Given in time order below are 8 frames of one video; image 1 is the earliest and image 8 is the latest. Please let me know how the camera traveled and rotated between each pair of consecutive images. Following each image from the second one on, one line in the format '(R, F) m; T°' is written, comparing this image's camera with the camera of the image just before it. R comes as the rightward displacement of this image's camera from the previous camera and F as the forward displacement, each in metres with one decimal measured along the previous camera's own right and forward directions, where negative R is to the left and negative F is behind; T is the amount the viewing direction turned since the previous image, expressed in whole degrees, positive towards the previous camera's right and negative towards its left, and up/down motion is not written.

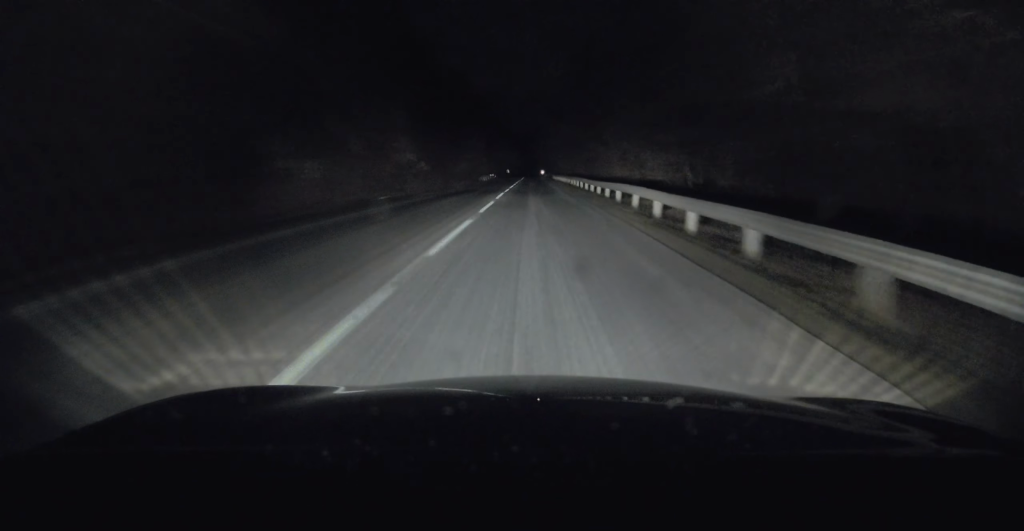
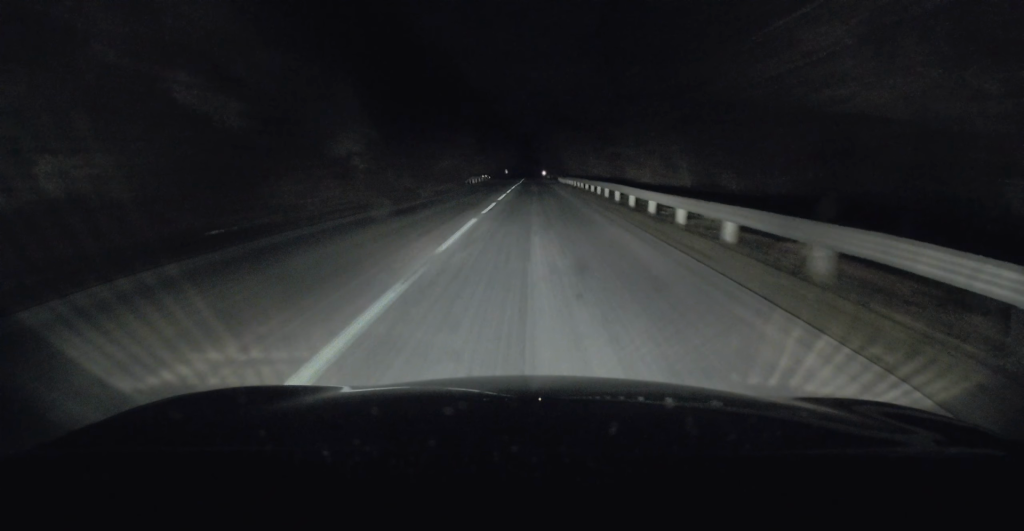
(-0.4, +17.4) m; -1°
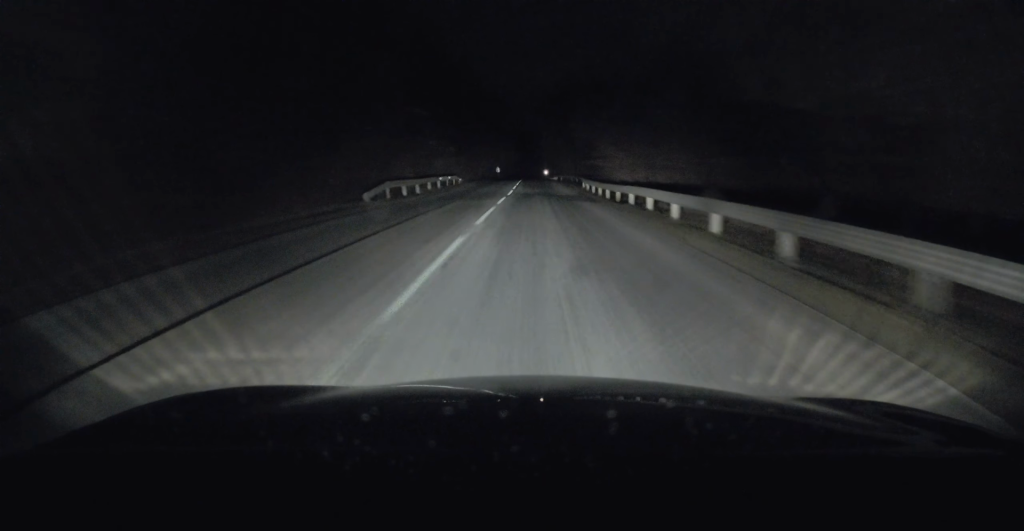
(-0.1, +39.2) m; 0°
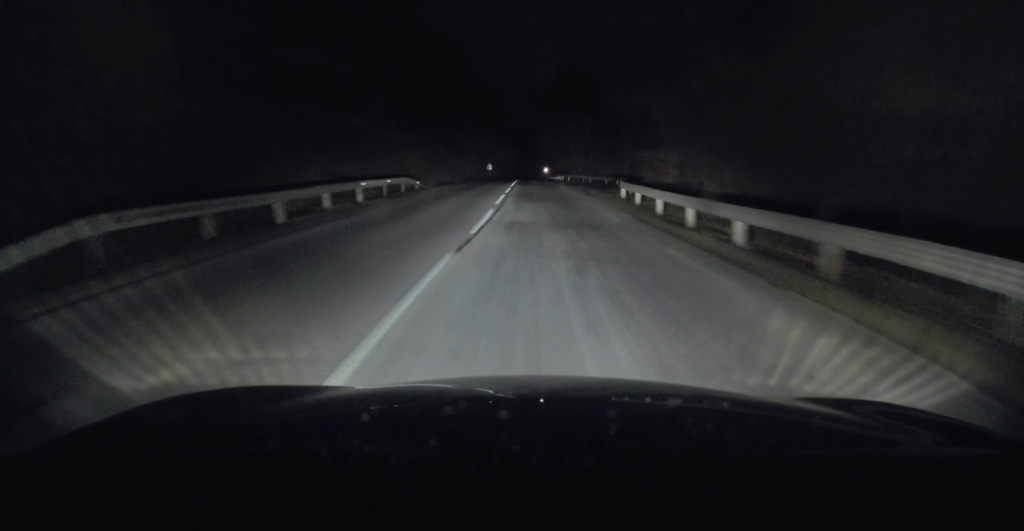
(+0.1, +20.1) m; +1°
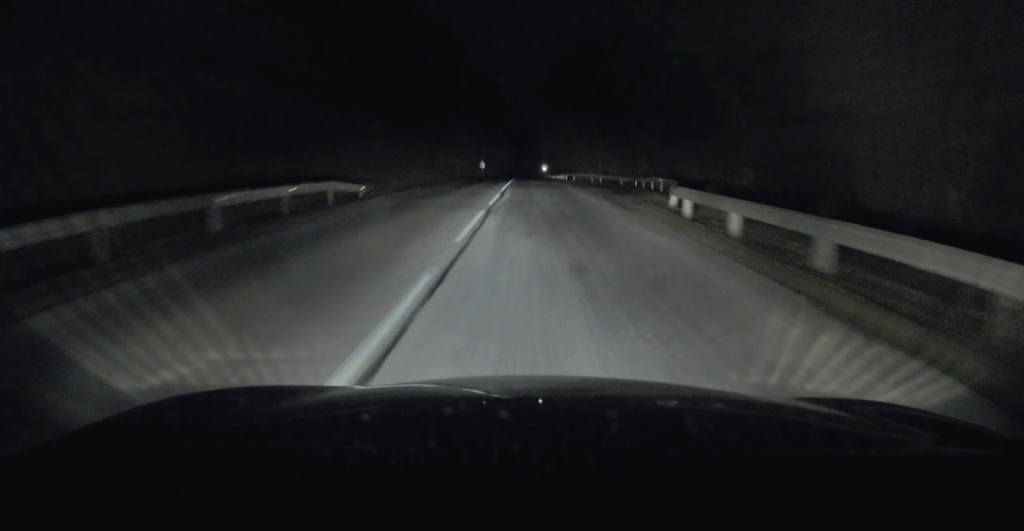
(+0.1, +11.2) m; 0°
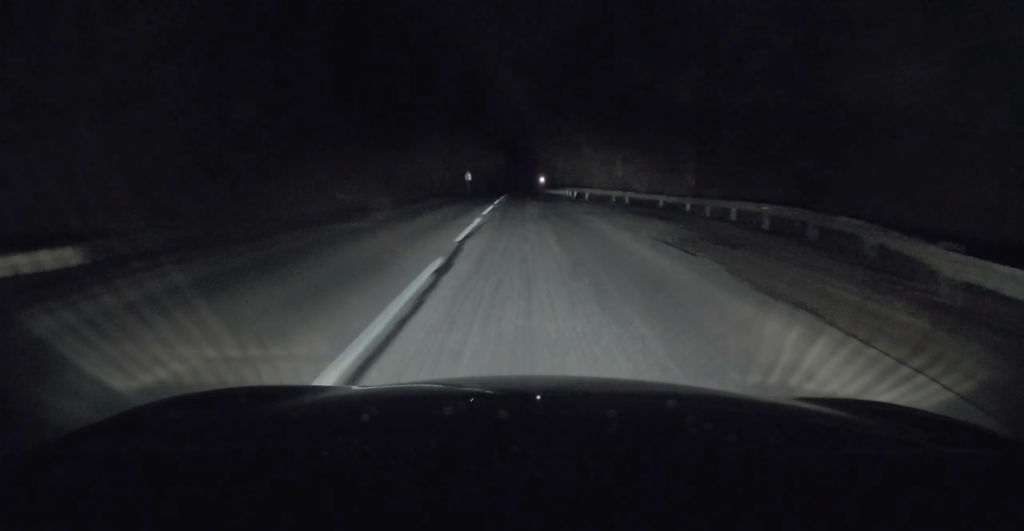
(0.0, +16.1) m; 0°
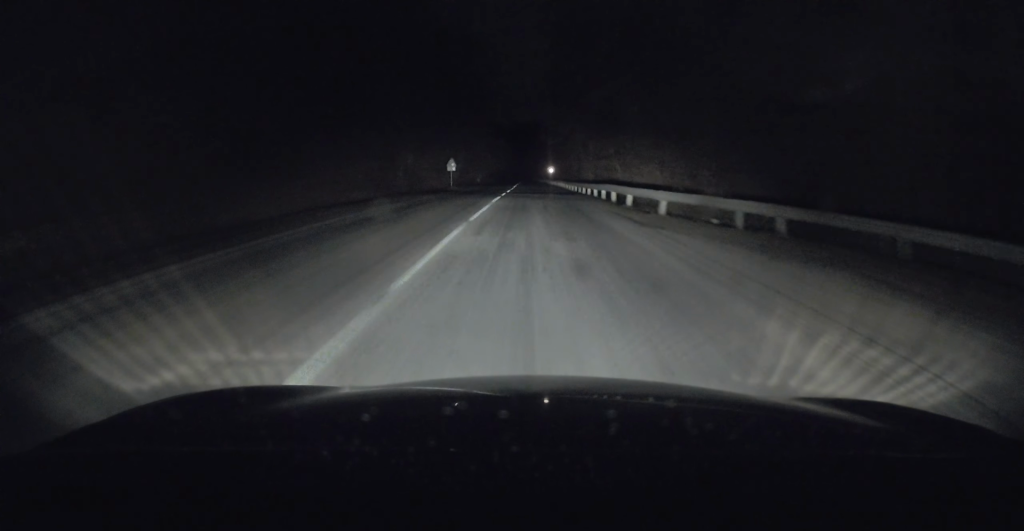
(0.0, +22.6) m; 0°
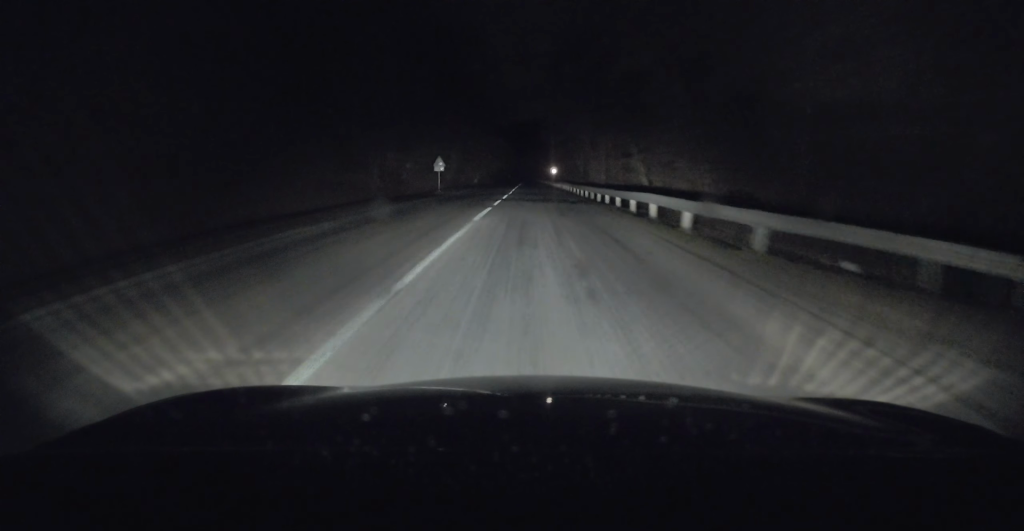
(0.0, +8.4) m; 0°
